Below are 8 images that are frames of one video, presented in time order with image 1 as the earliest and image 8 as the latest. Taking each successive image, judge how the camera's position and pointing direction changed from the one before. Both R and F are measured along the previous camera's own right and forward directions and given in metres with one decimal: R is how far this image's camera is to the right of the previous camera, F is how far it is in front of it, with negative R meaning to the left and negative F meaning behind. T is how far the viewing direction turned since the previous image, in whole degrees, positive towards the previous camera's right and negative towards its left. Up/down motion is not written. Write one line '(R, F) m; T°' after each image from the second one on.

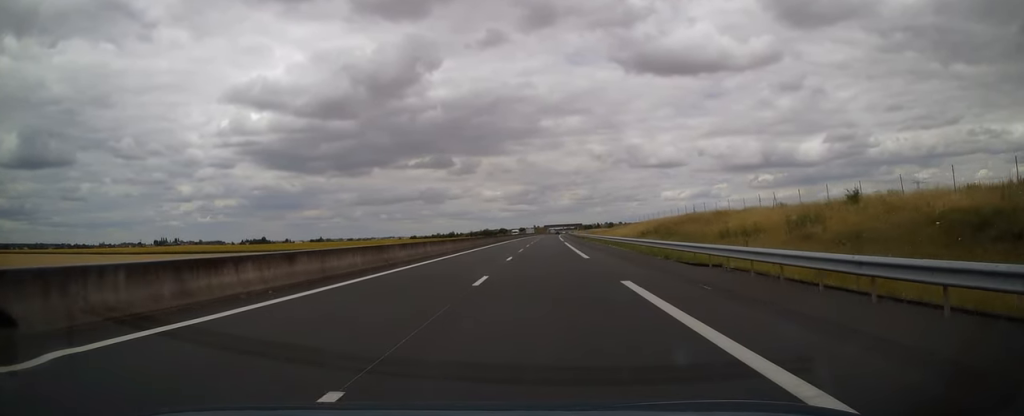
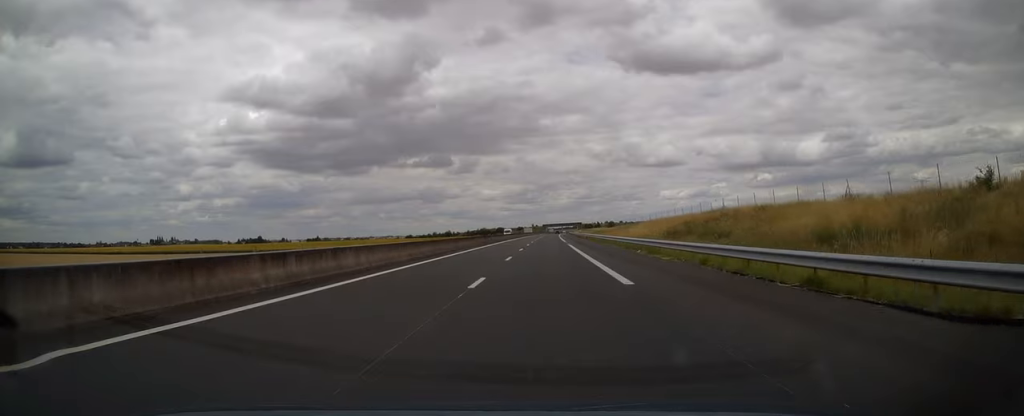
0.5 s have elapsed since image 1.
(0.0, +13.7) m; 0°
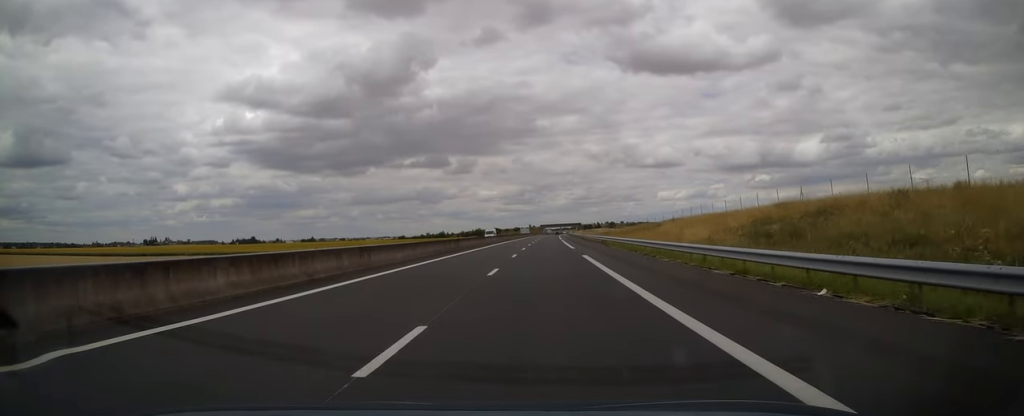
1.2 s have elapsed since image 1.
(+0.2, +21.5) m; 0°
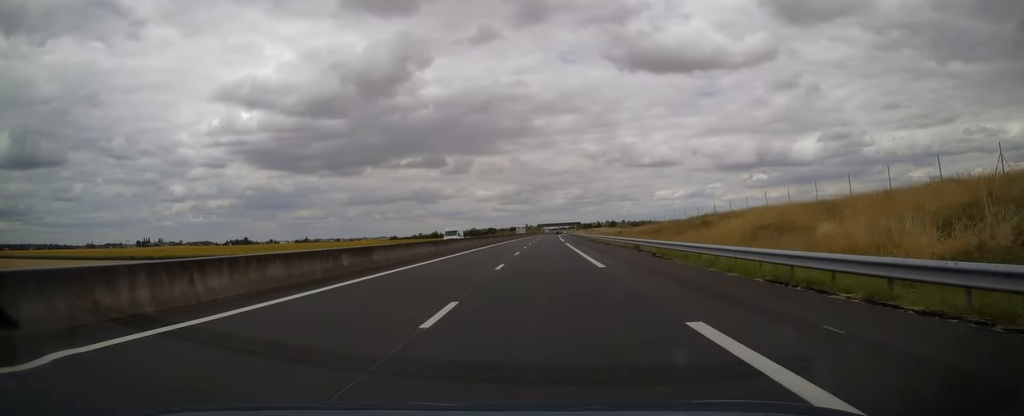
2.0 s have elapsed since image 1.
(0.0, +23.0) m; 0°
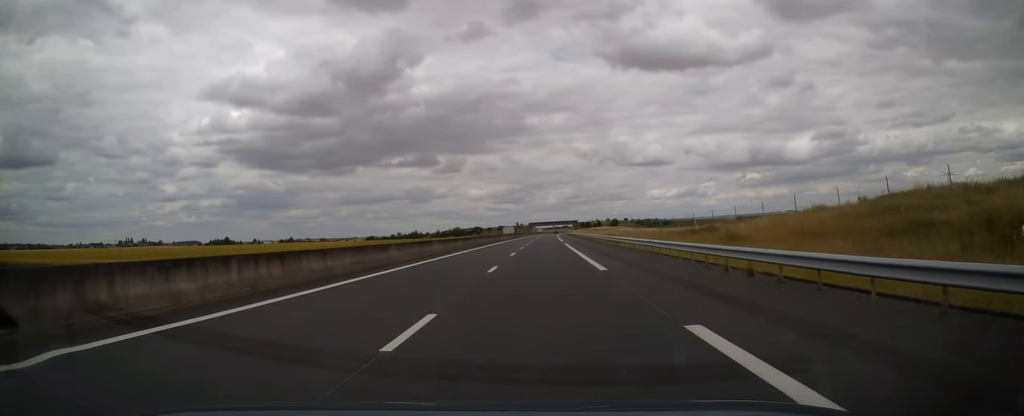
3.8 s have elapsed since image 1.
(+0.3, +53.3) m; +1°
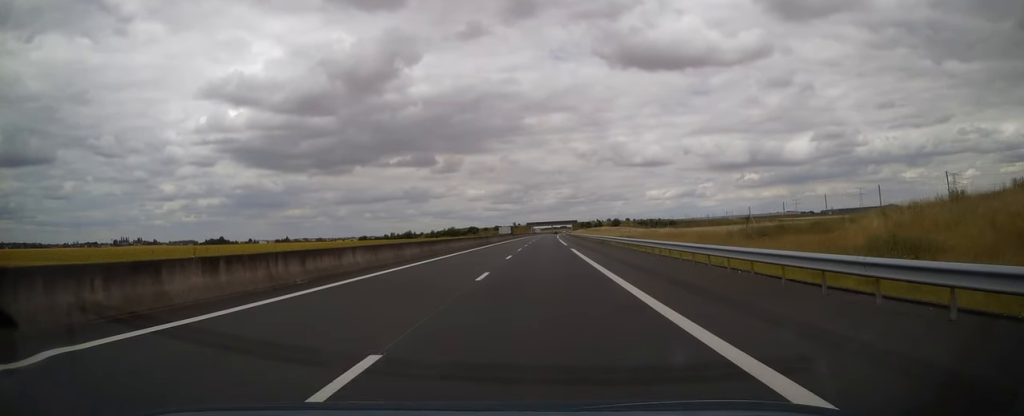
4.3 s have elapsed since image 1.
(0.0, +16.1) m; 0°
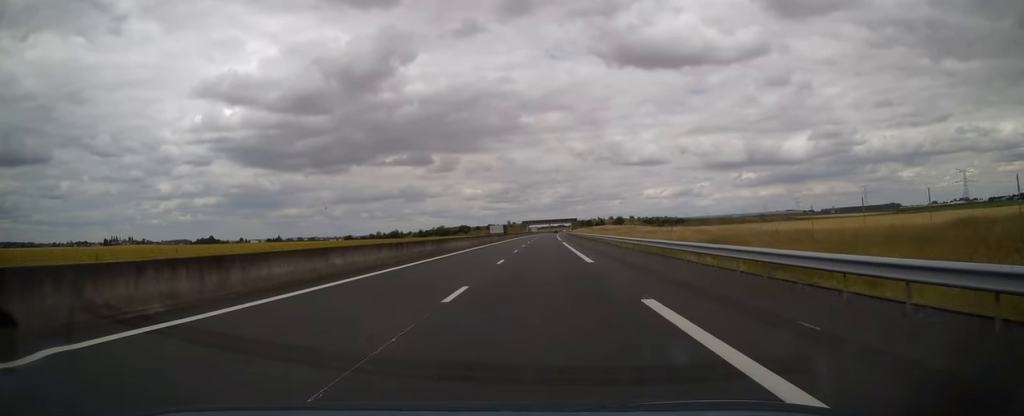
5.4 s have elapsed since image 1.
(0.0, +30.8) m; 0°
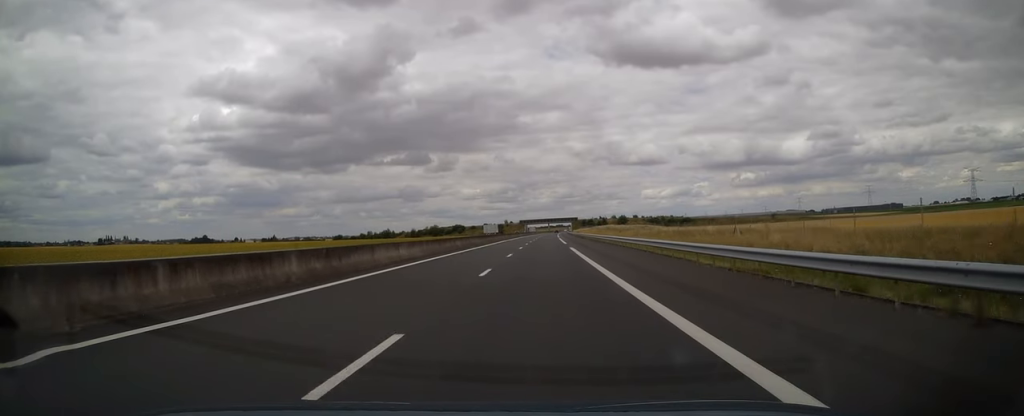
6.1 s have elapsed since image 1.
(0.0, +19.6) m; 0°
